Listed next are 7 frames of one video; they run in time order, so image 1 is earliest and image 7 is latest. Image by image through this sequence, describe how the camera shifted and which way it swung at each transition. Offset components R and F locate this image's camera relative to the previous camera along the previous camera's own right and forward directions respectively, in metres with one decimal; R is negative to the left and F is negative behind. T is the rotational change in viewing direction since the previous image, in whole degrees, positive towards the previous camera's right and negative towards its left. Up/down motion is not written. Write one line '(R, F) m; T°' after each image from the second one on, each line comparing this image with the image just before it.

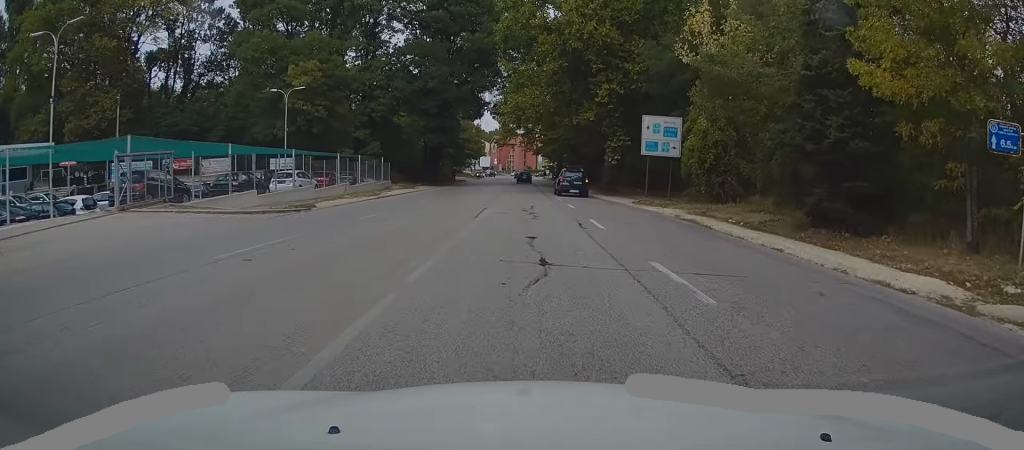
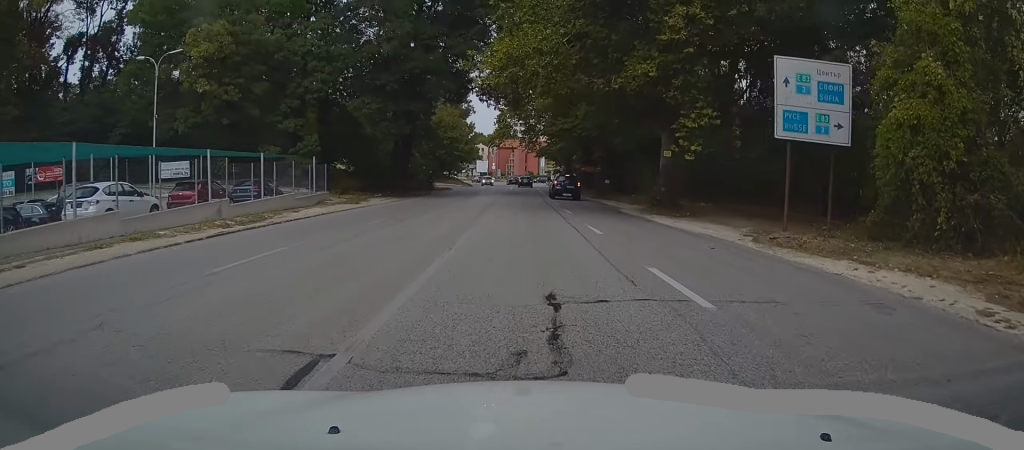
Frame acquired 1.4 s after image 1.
(-0.3, +18.0) m; 0°
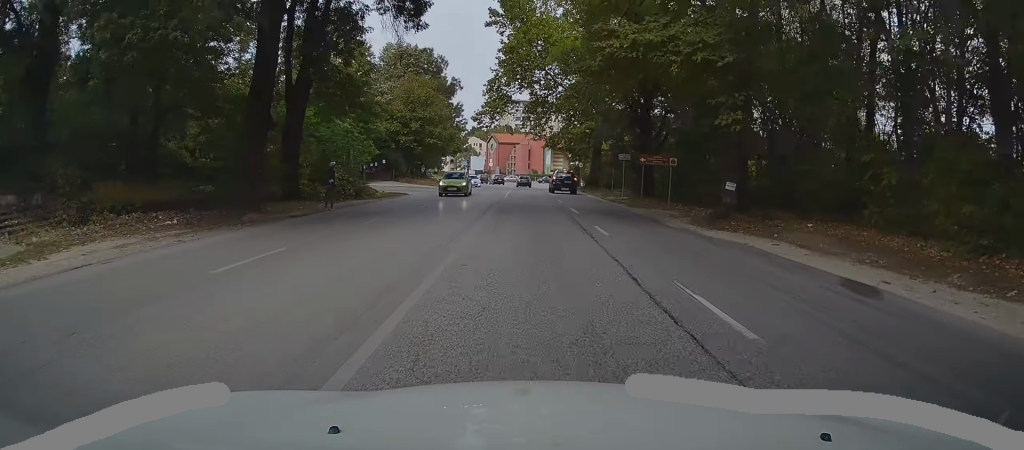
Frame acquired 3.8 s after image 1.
(+0.3, +27.9) m; 0°
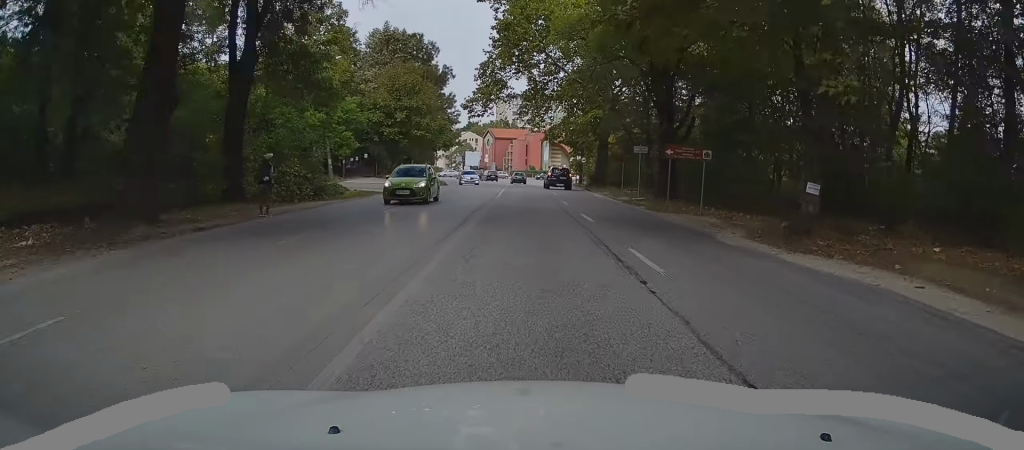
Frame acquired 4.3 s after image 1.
(0.0, +6.0) m; 0°
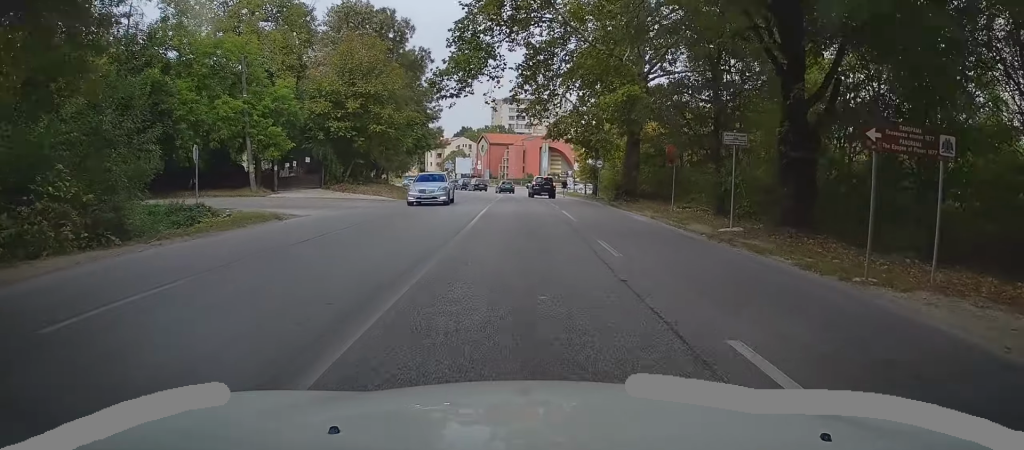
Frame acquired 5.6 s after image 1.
(-0.1, +14.4) m; -1°
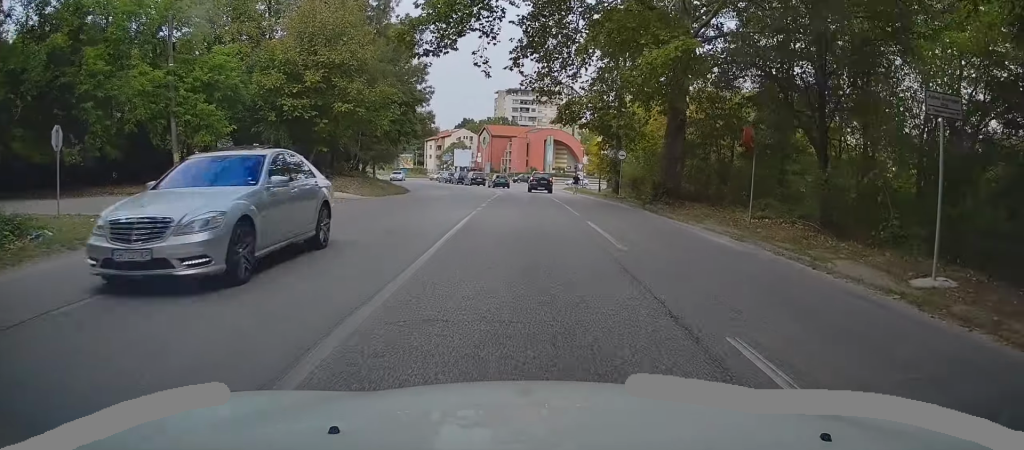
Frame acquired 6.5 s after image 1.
(-0.1, +8.7) m; 0°
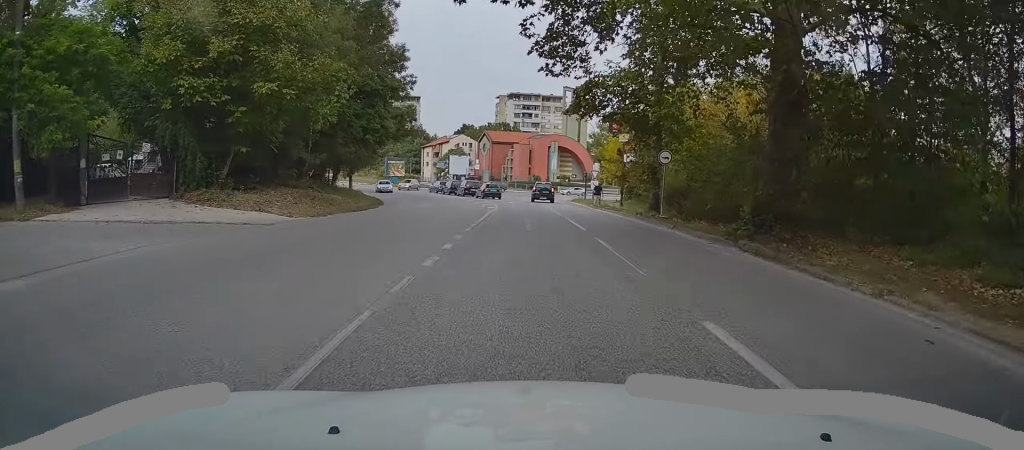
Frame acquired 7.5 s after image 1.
(+0.1, +10.5) m; +2°
